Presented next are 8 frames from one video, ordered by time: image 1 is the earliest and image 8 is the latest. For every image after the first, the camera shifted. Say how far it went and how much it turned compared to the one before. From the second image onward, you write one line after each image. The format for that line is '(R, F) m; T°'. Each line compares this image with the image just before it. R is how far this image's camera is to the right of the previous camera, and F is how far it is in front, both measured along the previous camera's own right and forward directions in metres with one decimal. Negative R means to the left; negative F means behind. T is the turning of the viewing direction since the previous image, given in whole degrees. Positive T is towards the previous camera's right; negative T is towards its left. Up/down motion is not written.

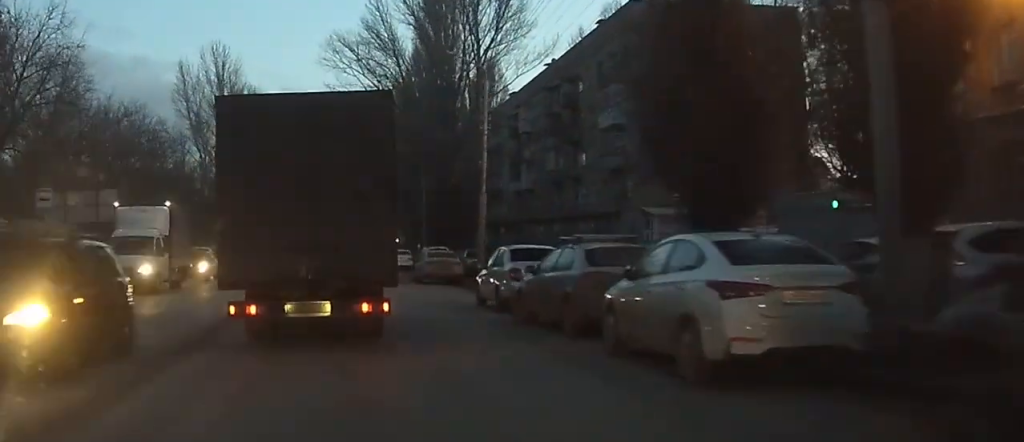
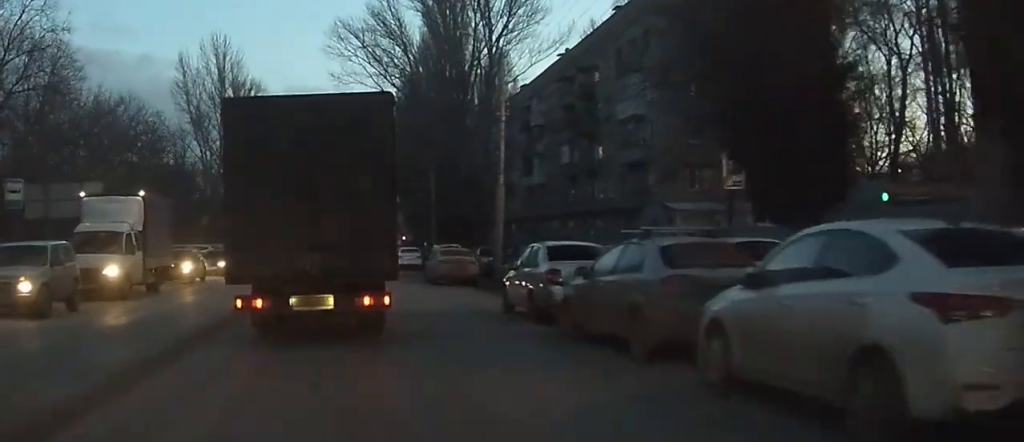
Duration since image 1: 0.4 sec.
(0.0, +3.3) m; 0°
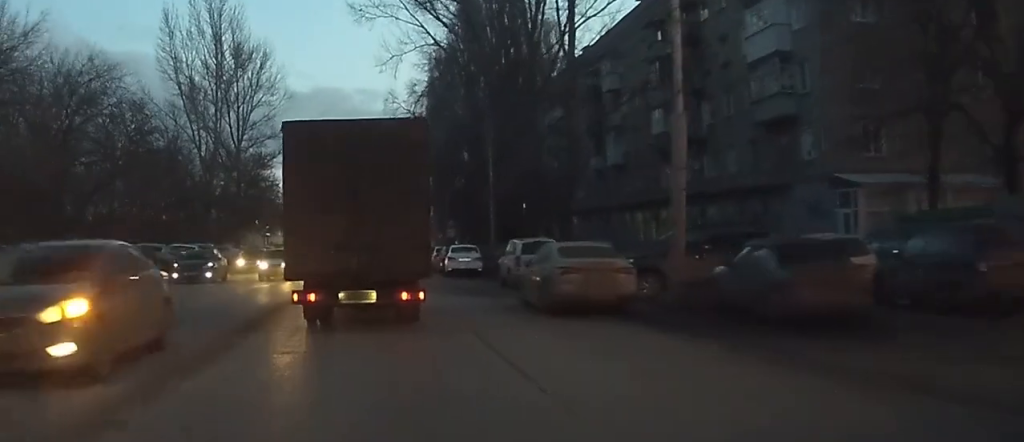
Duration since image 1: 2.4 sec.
(-0.2, +16.9) m; -3°
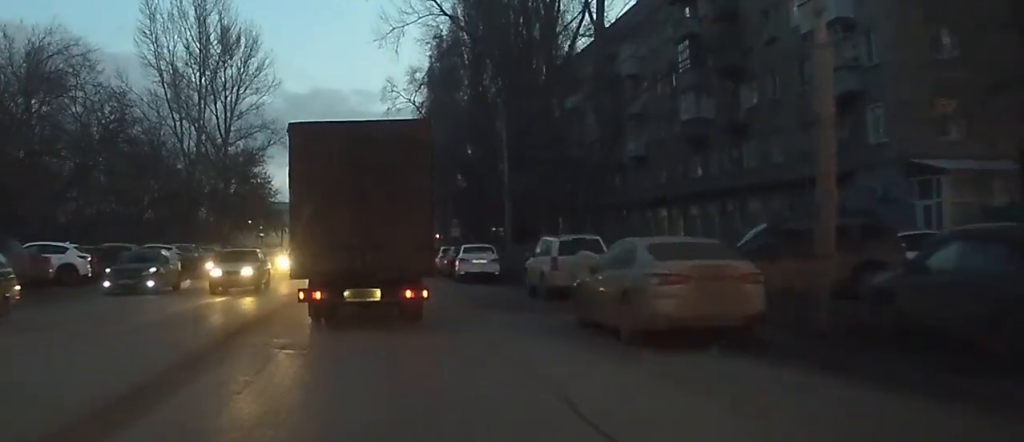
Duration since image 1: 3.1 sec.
(-0.1, +5.6) m; -1°
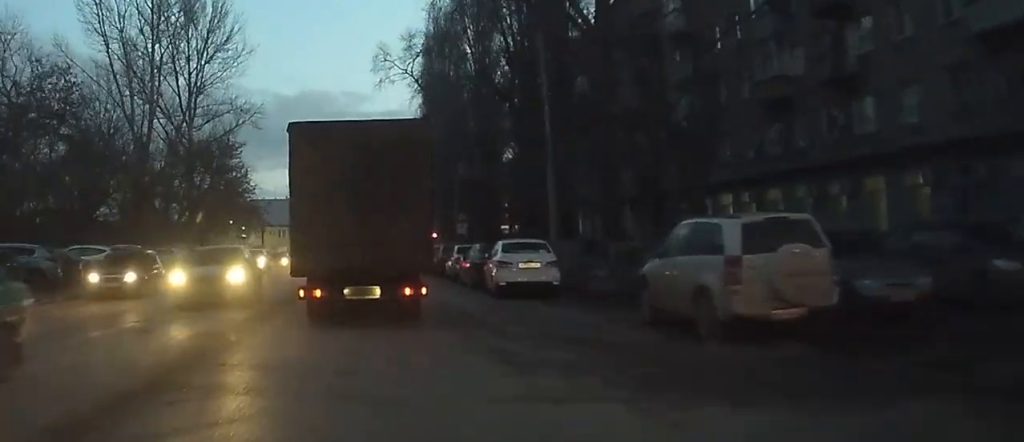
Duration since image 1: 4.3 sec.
(-0.2, +11.4) m; -1°
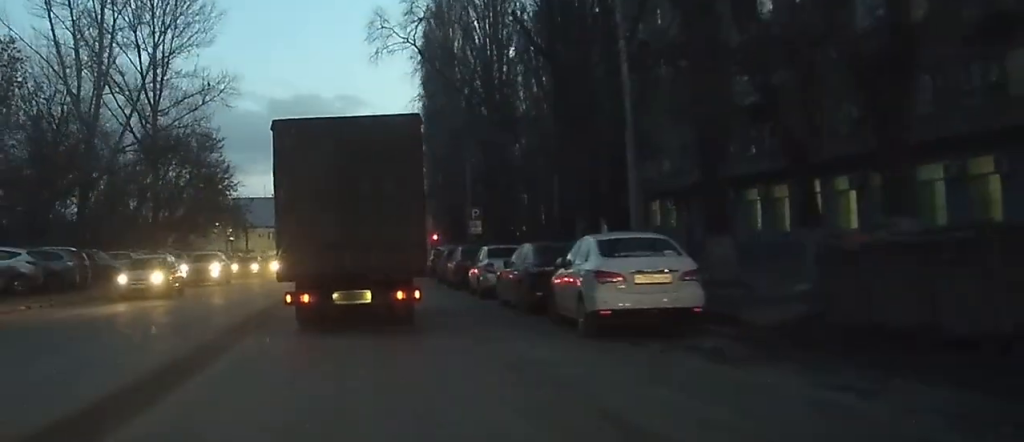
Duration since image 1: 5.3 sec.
(+0.1, +9.6) m; +1°
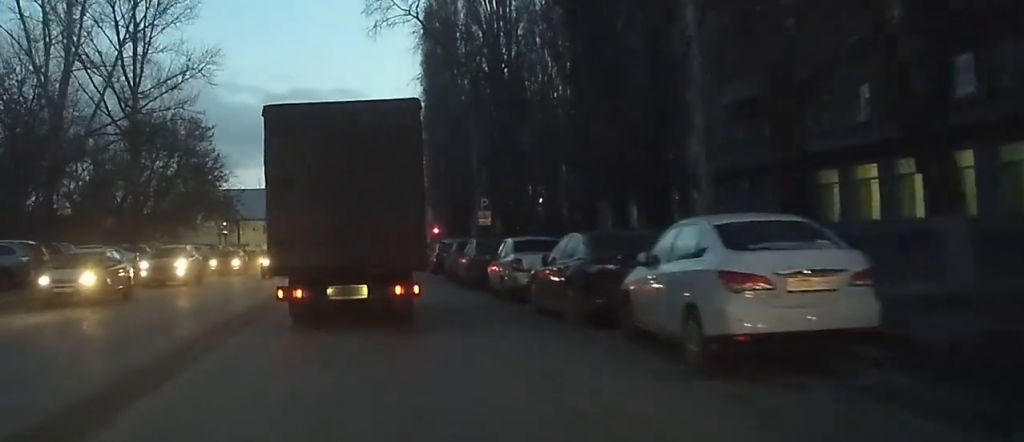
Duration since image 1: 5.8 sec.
(0.0, +4.5) m; 0°
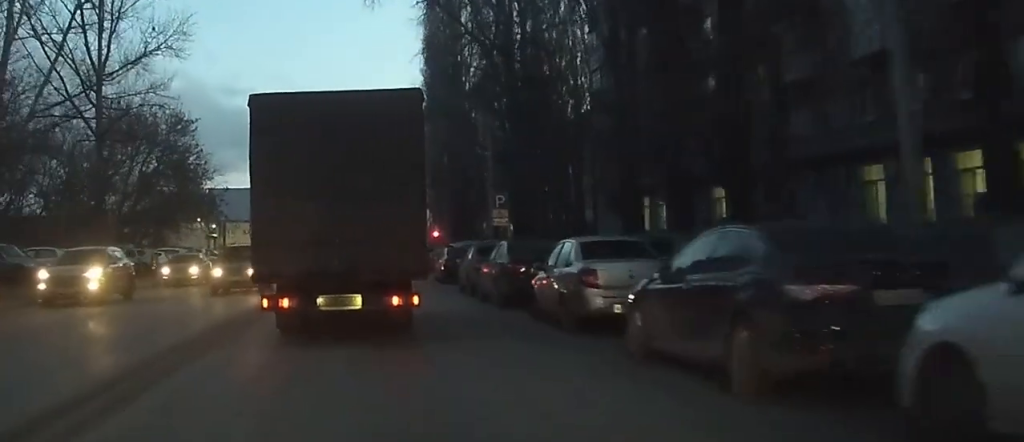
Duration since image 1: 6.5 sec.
(0.0, +6.7) m; +1°
